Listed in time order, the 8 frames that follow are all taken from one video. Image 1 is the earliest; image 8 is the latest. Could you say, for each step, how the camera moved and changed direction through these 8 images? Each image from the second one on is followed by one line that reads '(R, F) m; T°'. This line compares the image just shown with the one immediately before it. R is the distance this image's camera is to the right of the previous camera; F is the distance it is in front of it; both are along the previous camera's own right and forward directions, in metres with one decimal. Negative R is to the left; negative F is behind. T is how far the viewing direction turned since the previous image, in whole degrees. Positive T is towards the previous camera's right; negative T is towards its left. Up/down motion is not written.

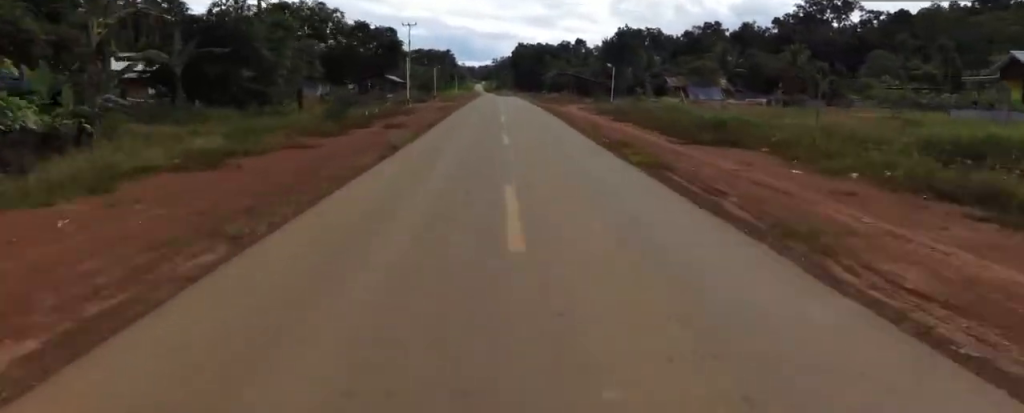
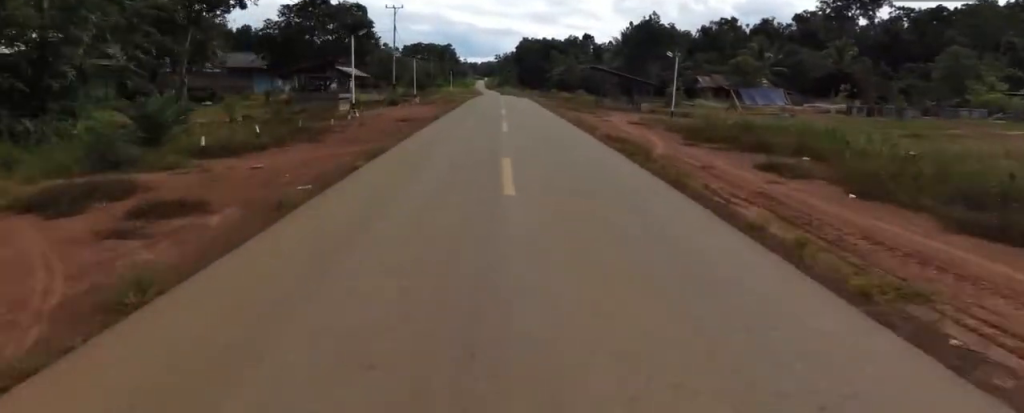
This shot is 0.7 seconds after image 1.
(+0.2, +14.7) m; -1°
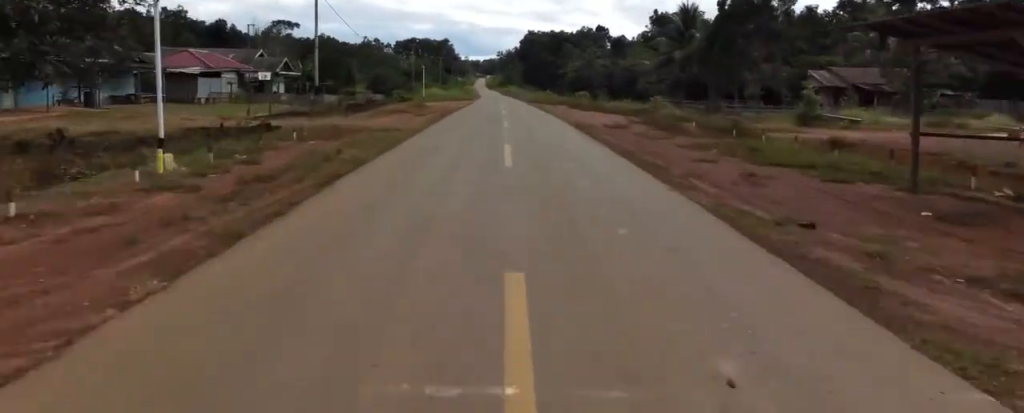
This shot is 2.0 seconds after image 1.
(-0.9, +29.4) m; -4°
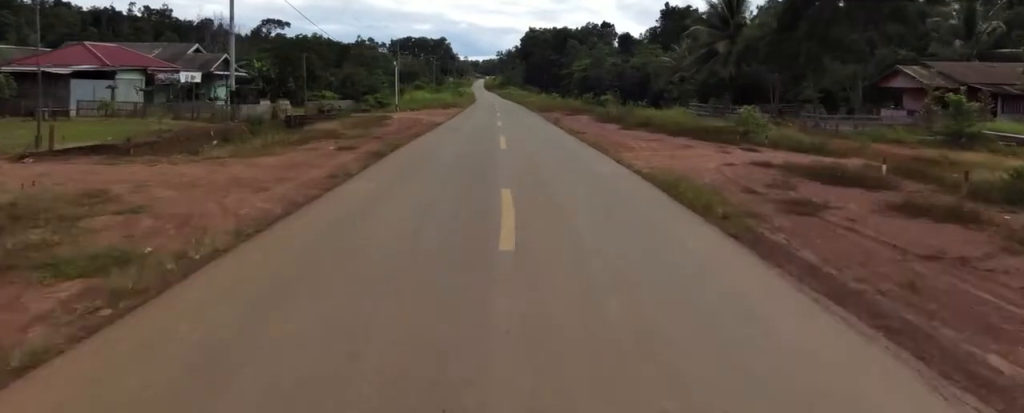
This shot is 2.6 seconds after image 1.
(-0.1, +12.6) m; +1°
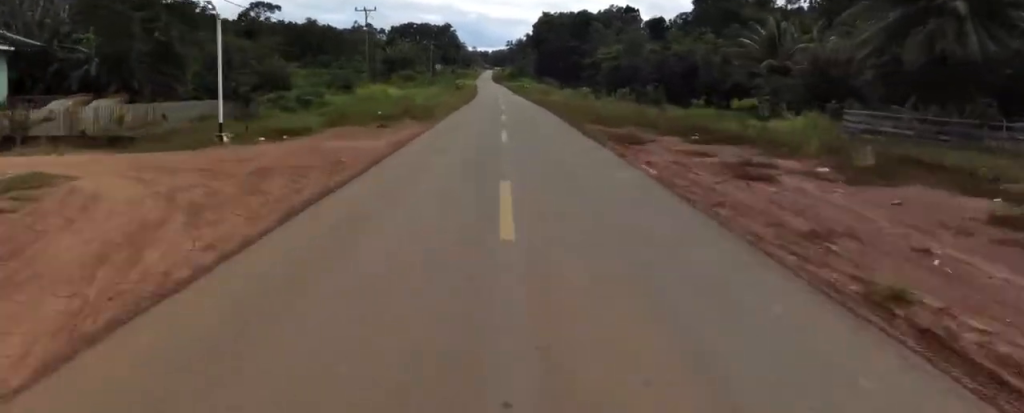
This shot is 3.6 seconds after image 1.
(+0.7, +23.8) m; +3°
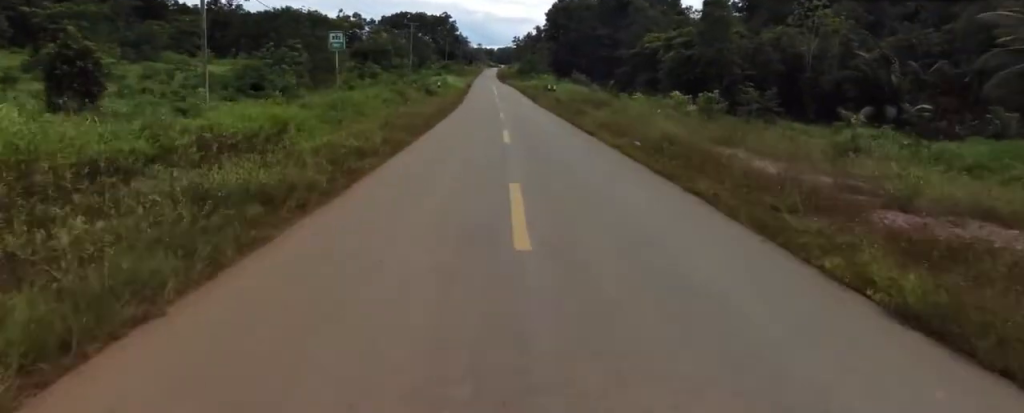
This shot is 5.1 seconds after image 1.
(+0.4, +33.4) m; -2°
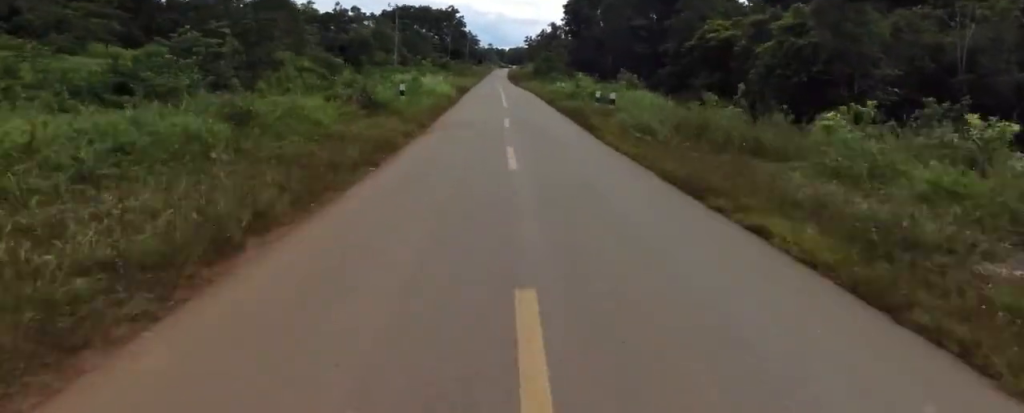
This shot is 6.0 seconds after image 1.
(-0.7, +19.8) m; -2°
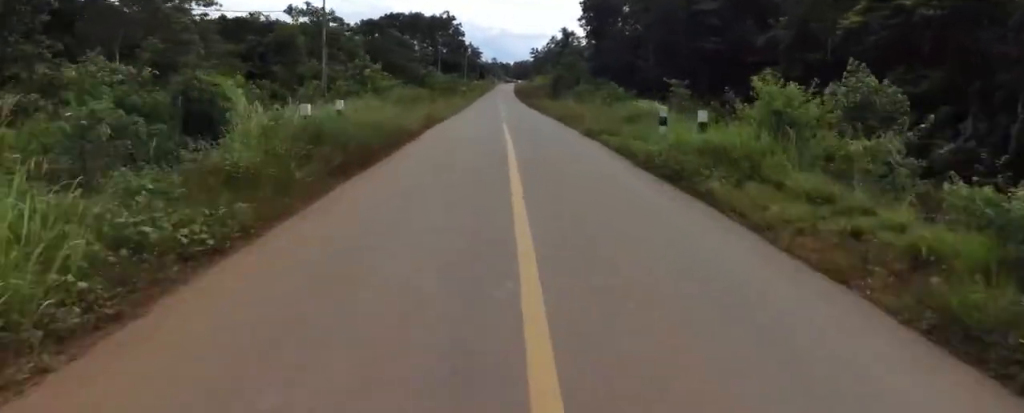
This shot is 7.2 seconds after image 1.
(-0.3, +28.0) m; -2°
